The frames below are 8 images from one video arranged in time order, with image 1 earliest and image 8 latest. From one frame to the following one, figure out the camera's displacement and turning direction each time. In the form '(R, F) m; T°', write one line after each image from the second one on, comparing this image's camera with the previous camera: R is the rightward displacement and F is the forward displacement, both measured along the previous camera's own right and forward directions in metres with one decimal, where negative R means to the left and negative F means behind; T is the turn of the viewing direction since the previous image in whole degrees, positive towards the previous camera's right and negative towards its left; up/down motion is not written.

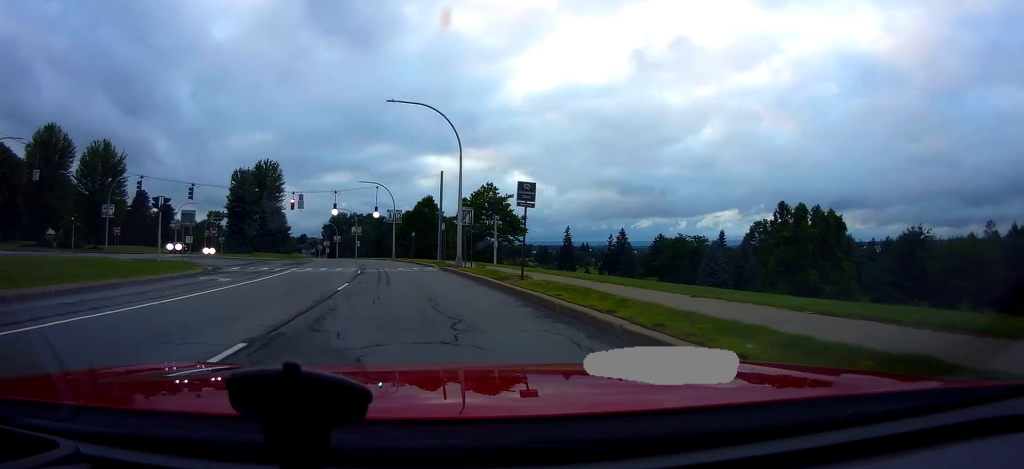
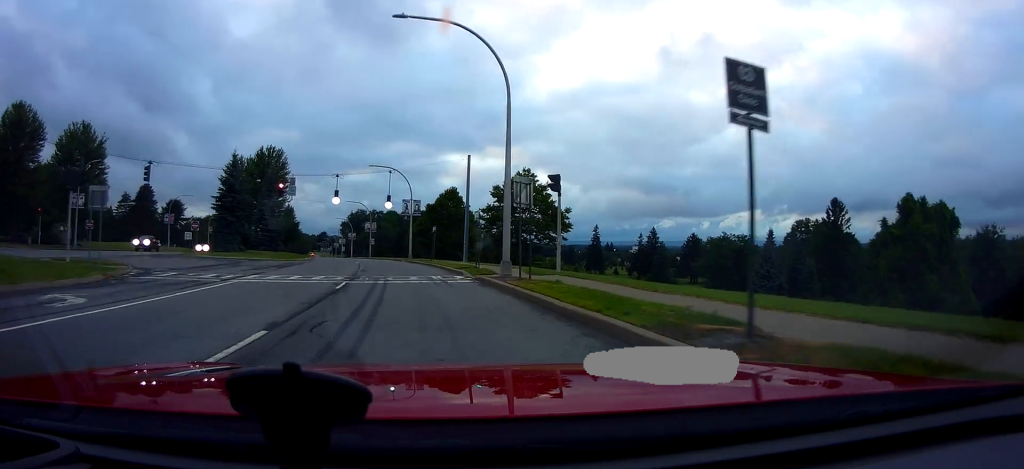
(-0.3, +12.1) m; -2°
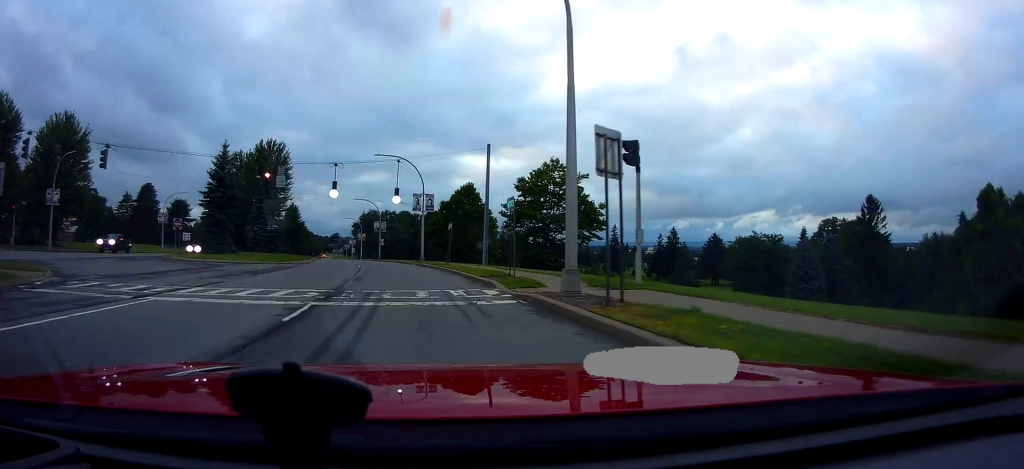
(-0.2, +7.5) m; -1°
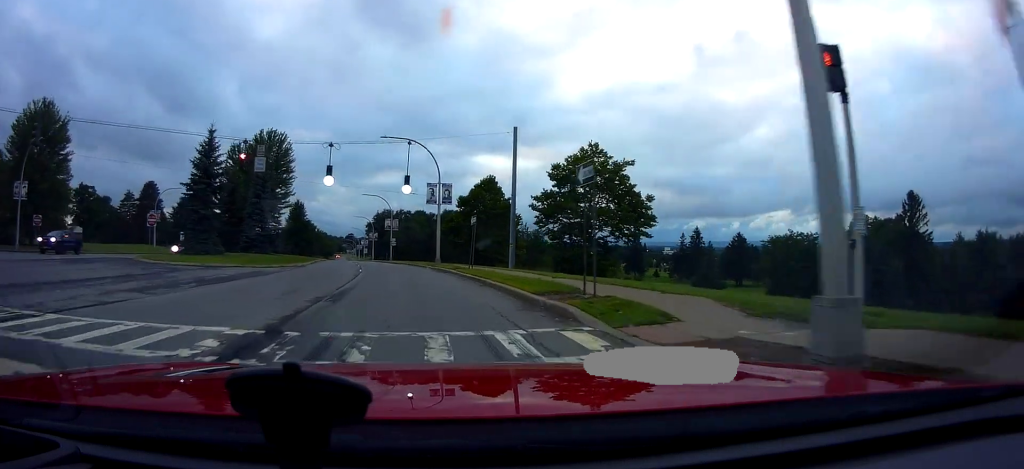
(-0.1, +8.1) m; -1°
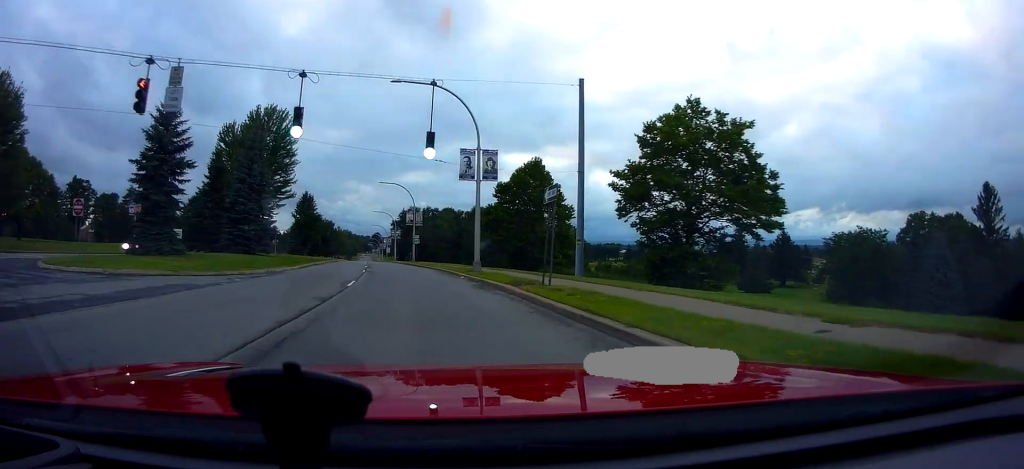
(-0.3, +14.0) m; -3°
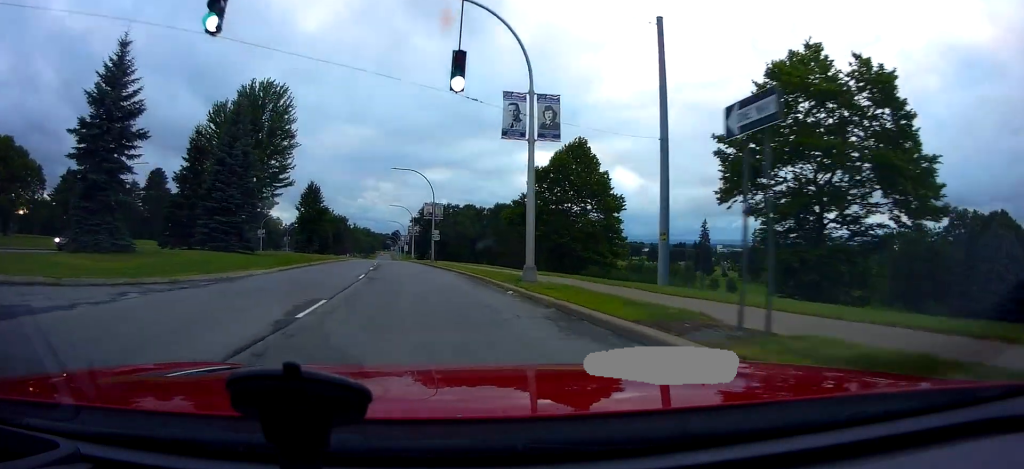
(-0.1, +9.9) m; -2°
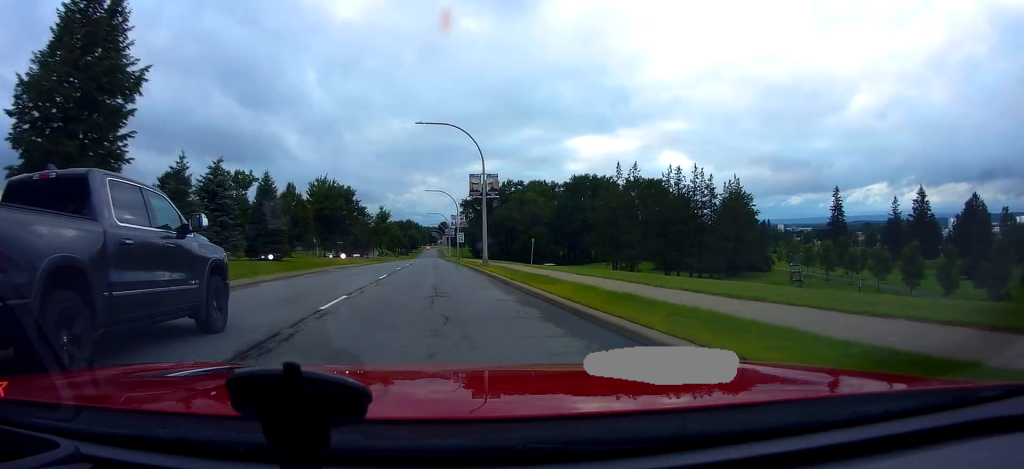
(-3.4, +60.1) m; -4°
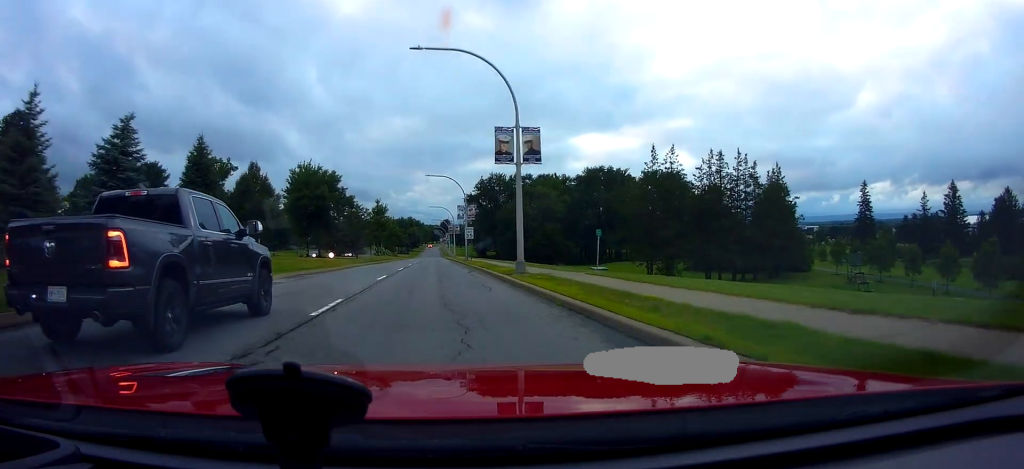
(+0.1, +13.6) m; -1°
